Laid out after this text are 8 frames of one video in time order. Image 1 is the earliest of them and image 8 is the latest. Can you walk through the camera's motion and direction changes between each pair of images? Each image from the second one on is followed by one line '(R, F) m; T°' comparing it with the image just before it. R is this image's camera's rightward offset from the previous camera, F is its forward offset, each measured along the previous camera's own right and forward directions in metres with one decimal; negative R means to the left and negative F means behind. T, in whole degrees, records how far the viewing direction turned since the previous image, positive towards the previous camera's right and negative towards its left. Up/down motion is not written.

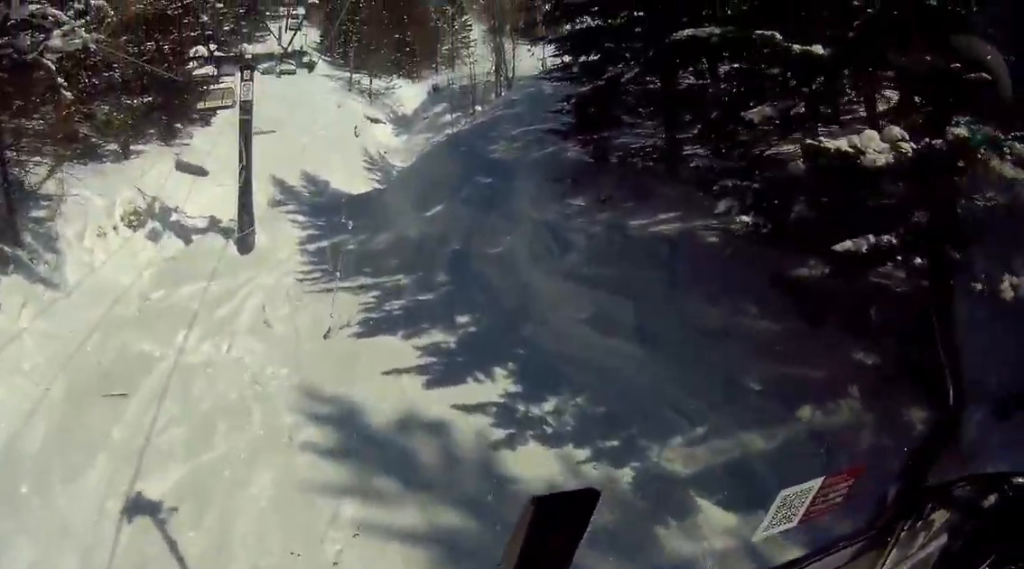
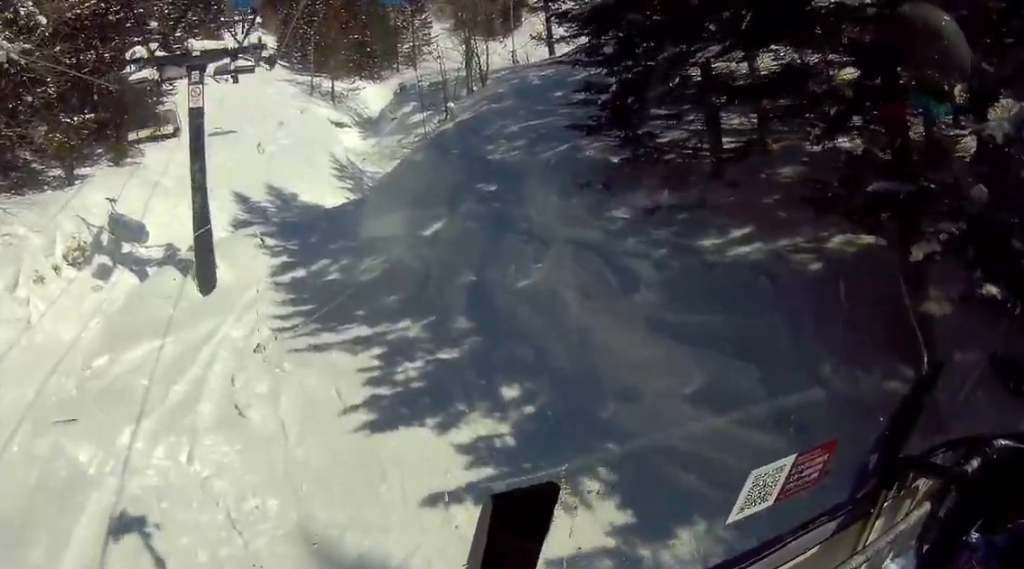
(+0.5, +3.6) m; +8°
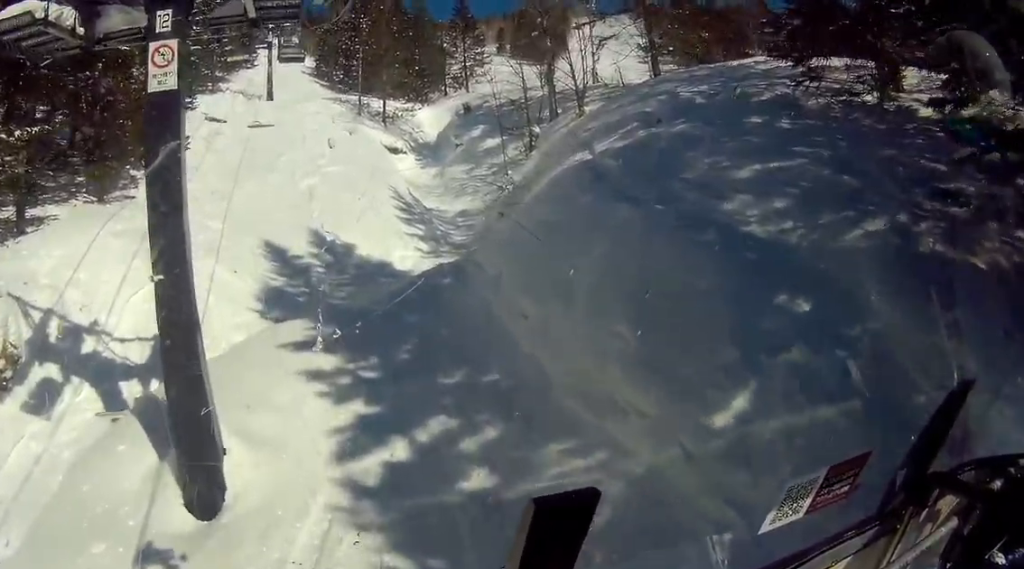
(+0.1, +9.8) m; 0°
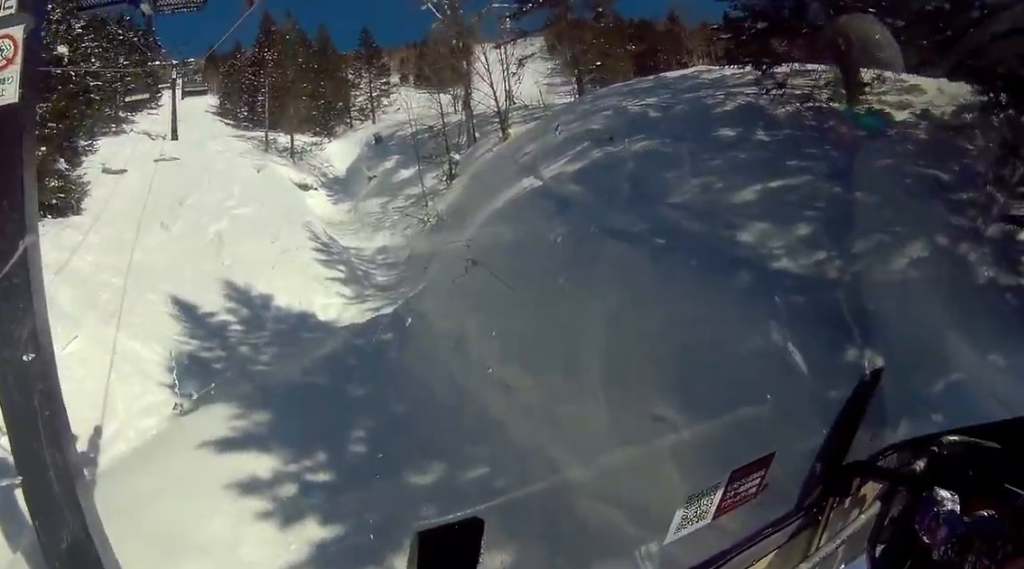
(0.0, +2.9) m; 0°
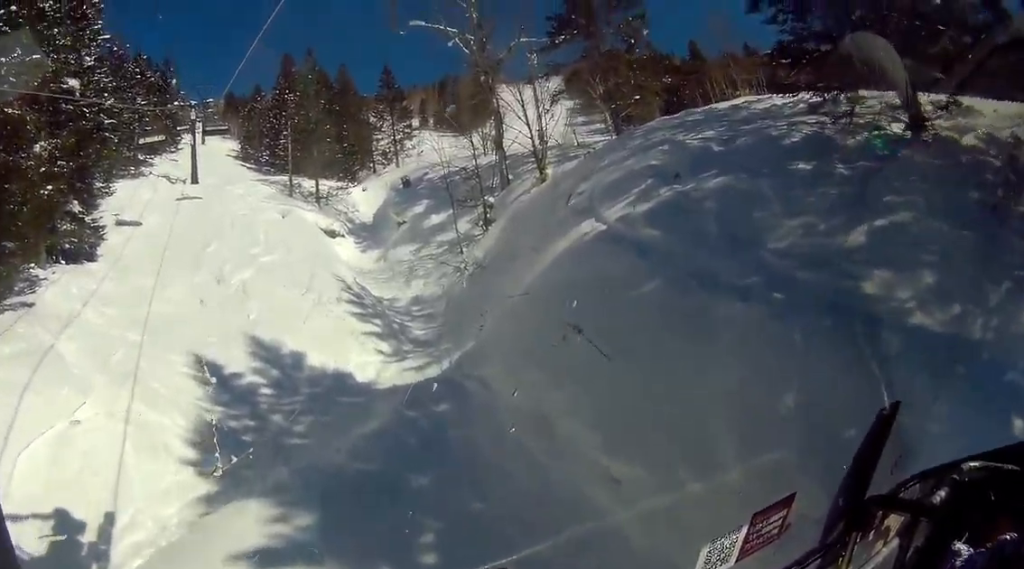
(0.0, +2.1) m; 0°
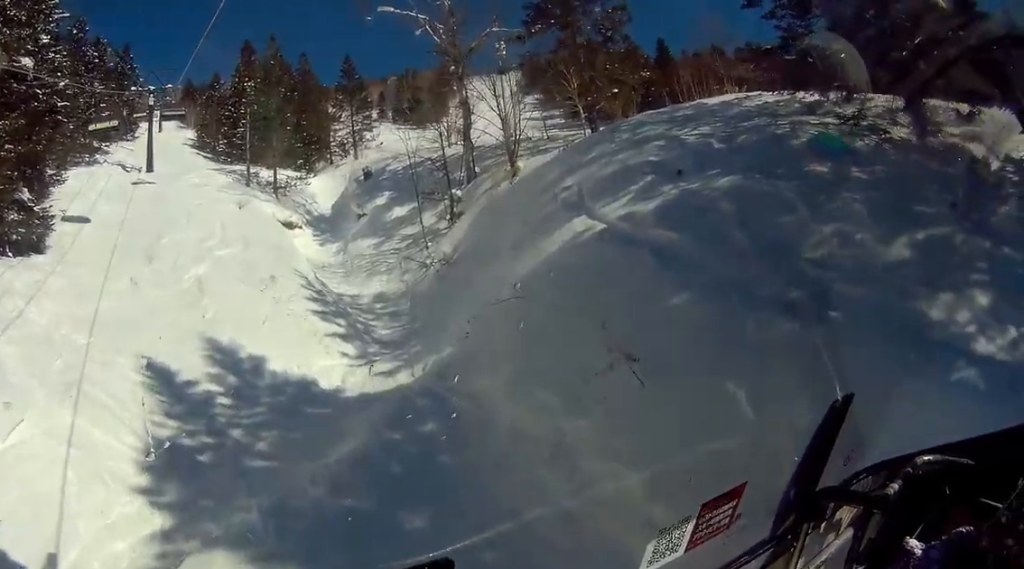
(0.0, +1.7) m; -1°
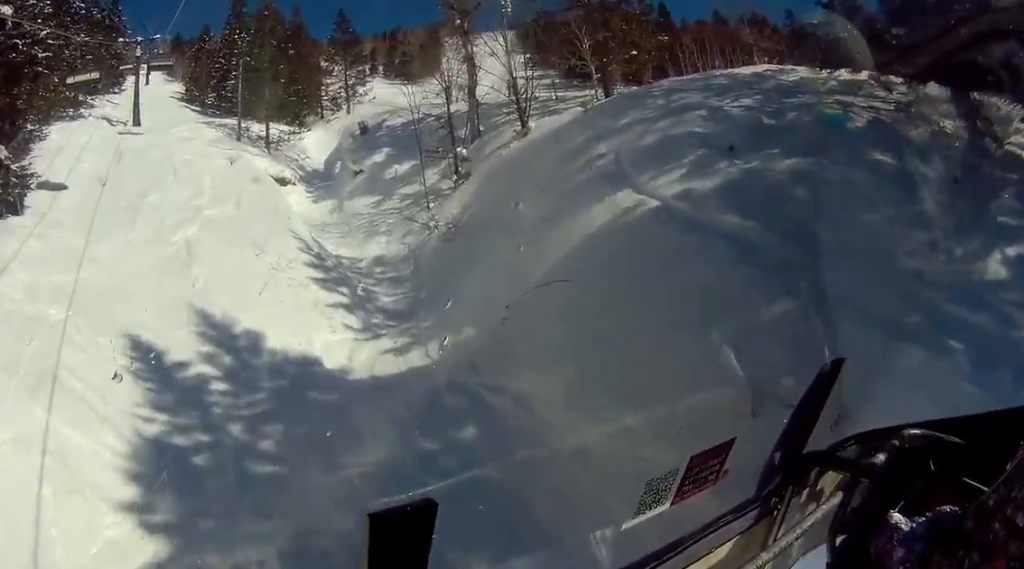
(0.0, +1.9) m; -2°
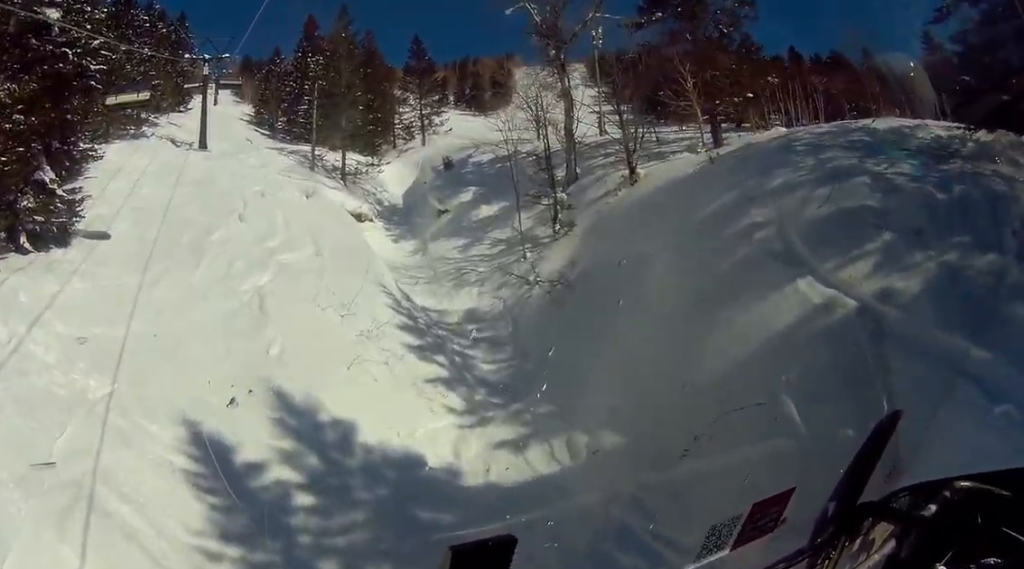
(-0.2, +3.6) m; -10°
